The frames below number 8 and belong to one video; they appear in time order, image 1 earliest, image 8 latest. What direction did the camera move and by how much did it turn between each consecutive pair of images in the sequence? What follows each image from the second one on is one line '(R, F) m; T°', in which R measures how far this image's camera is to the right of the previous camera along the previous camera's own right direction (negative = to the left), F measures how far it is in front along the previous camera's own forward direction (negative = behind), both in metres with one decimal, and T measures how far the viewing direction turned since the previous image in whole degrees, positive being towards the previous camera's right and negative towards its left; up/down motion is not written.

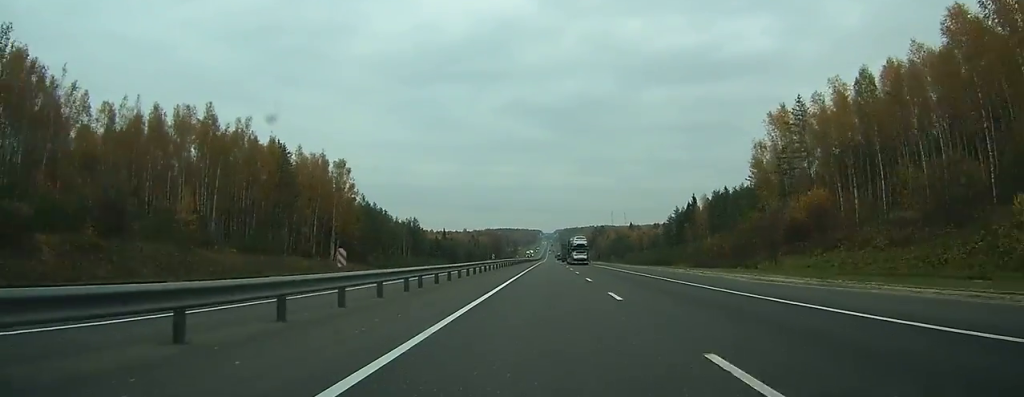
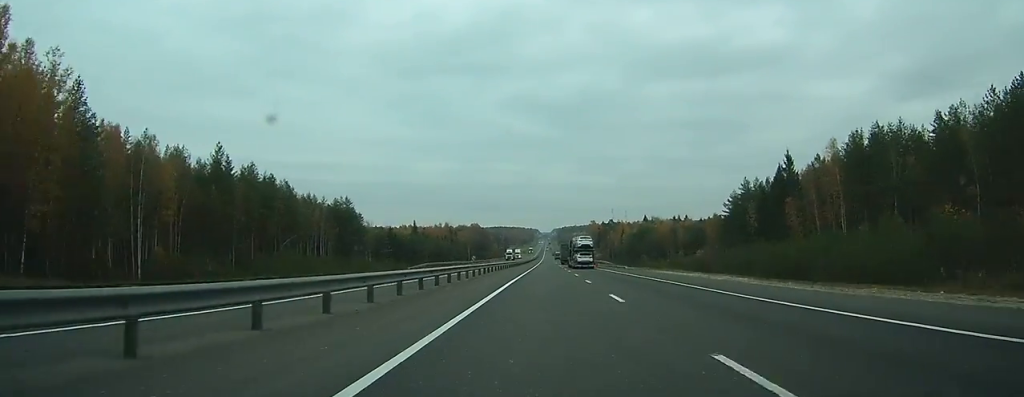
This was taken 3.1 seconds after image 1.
(0.0, +77.9) m; 0°
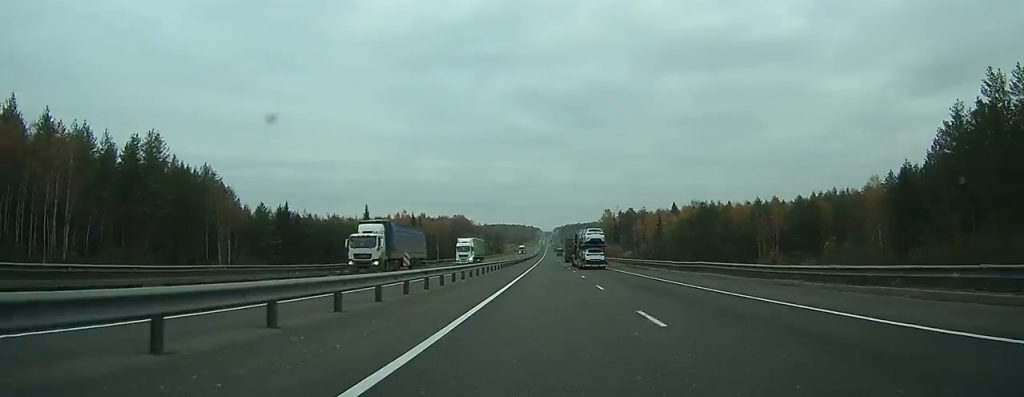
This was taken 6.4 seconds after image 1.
(-0.2, +82.6) m; 0°
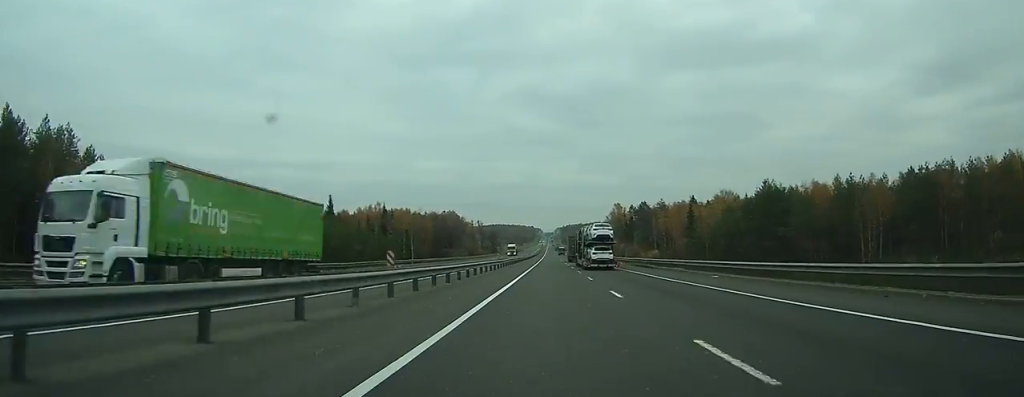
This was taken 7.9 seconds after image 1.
(+0.1, +36.9) m; 0°
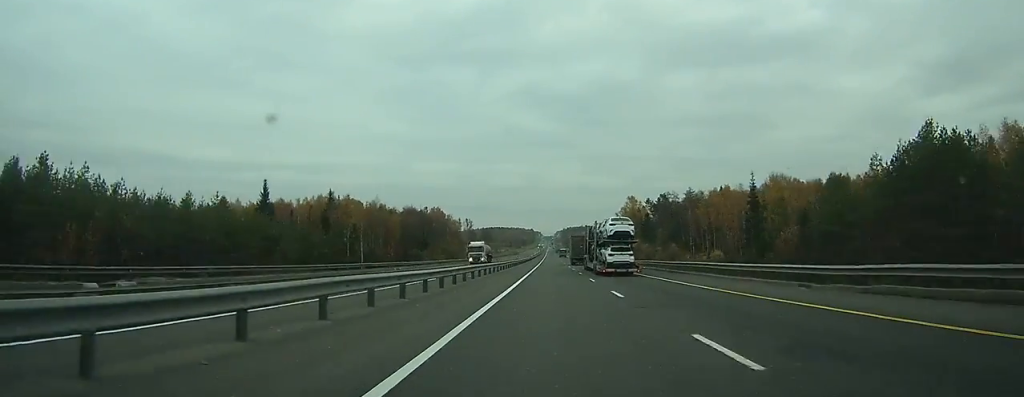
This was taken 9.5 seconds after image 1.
(+0.1, +44.7) m; 0°
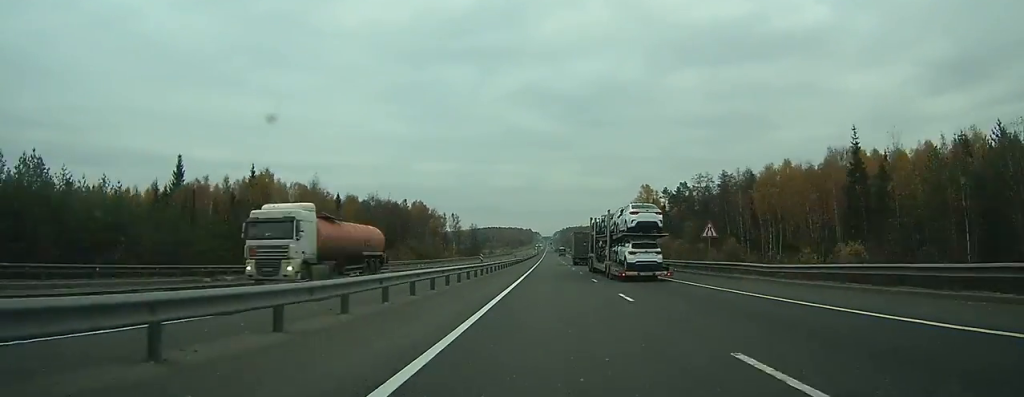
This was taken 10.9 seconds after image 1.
(0.0, +38.0) m; 0°
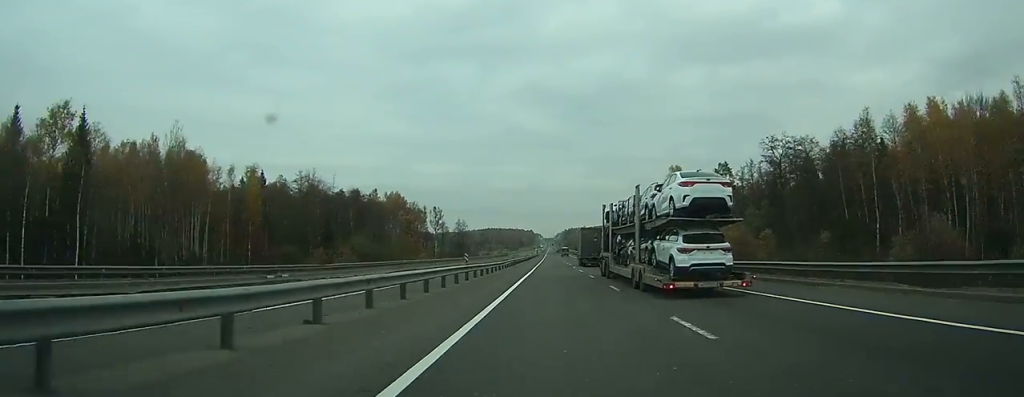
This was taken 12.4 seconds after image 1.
(0.0, +45.6) m; 0°
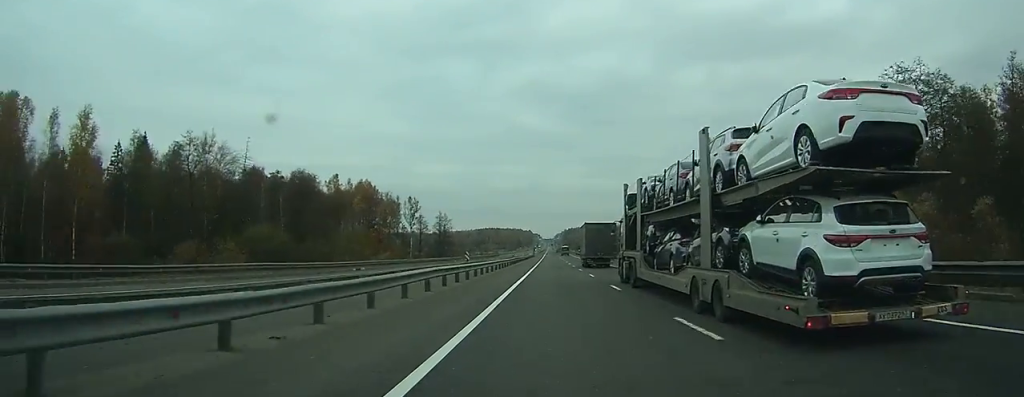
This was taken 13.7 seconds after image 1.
(+0.1, +39.3) m; 0°
